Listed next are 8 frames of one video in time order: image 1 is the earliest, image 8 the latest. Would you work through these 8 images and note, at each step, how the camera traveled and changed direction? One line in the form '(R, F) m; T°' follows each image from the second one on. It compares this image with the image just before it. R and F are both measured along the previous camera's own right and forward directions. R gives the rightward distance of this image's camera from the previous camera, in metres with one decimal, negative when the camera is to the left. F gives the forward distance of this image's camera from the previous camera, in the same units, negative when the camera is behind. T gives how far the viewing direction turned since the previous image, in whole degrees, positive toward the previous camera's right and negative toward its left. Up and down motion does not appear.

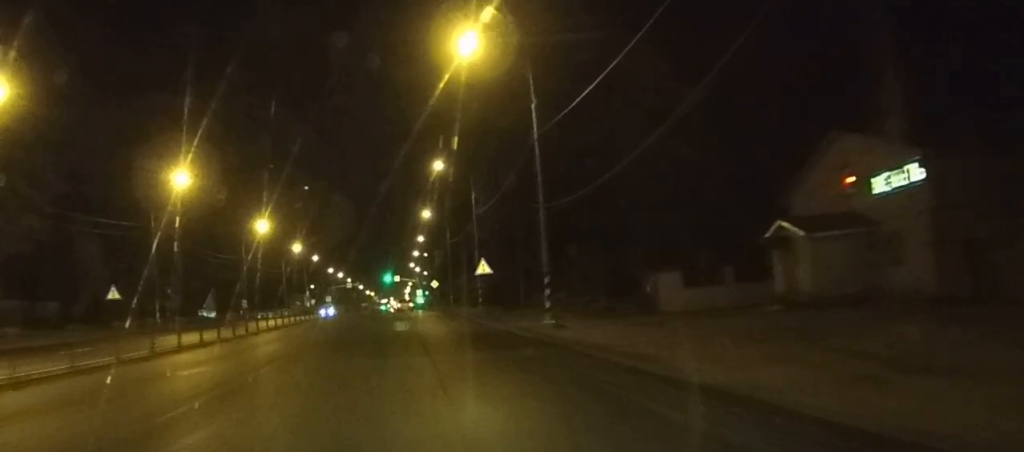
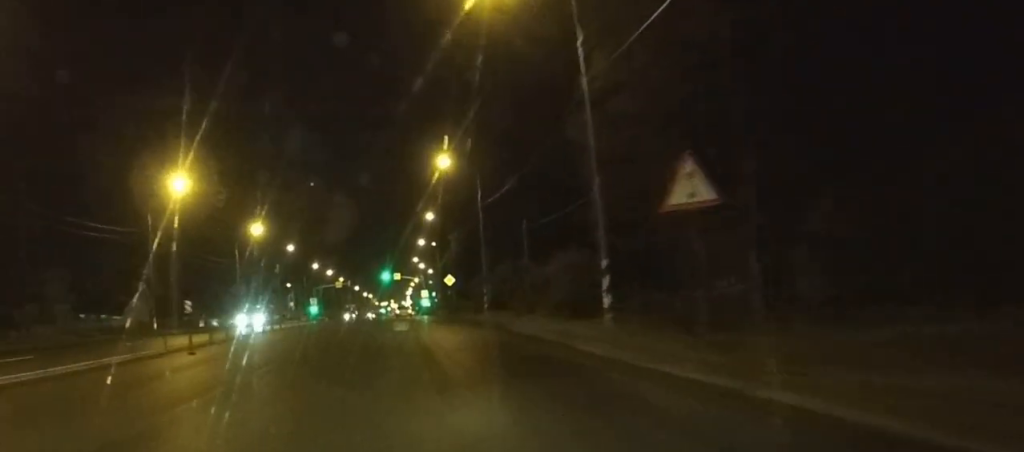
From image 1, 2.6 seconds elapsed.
(-0.2, +41.0) m; -1°
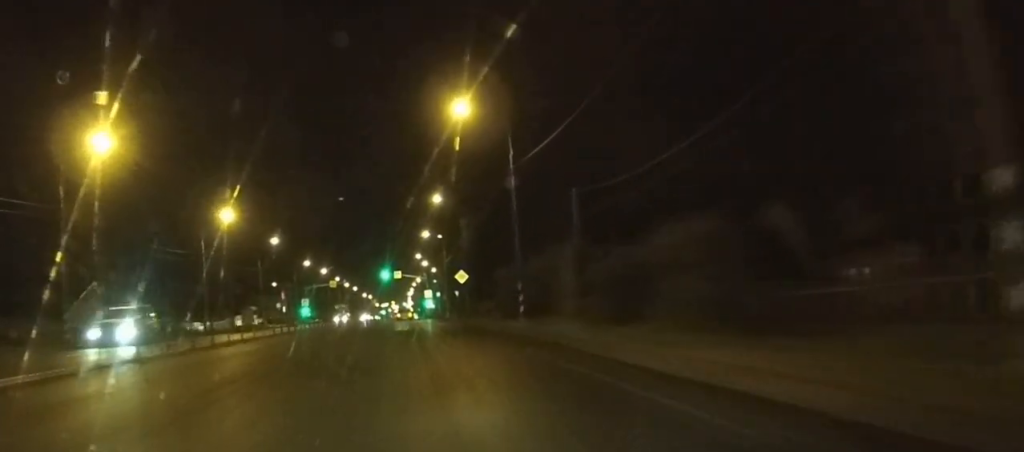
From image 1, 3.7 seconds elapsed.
(+0.1, +18.2) m; 0°
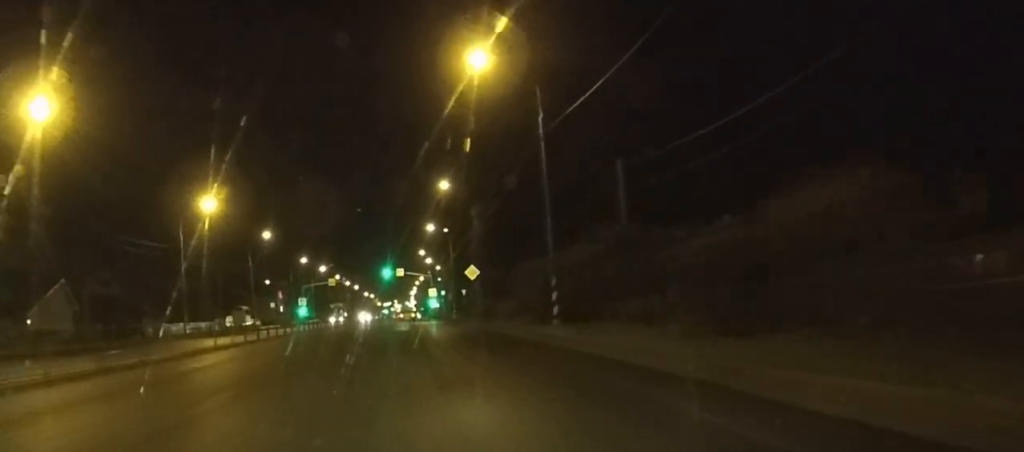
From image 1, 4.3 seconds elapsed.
(0.0, +9.2) m; 0°
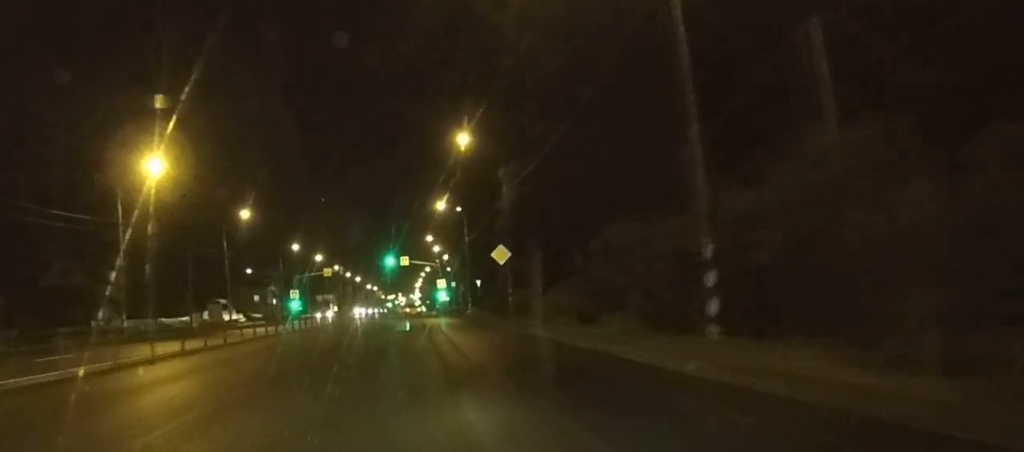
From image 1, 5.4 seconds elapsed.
(0.0, +17.9) m; 0°
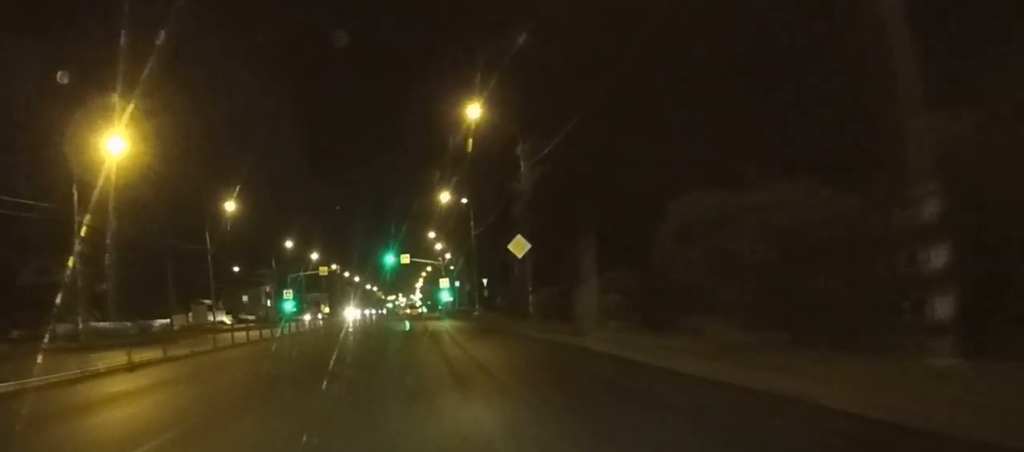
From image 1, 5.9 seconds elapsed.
(0.0, +8.2) m; 0°
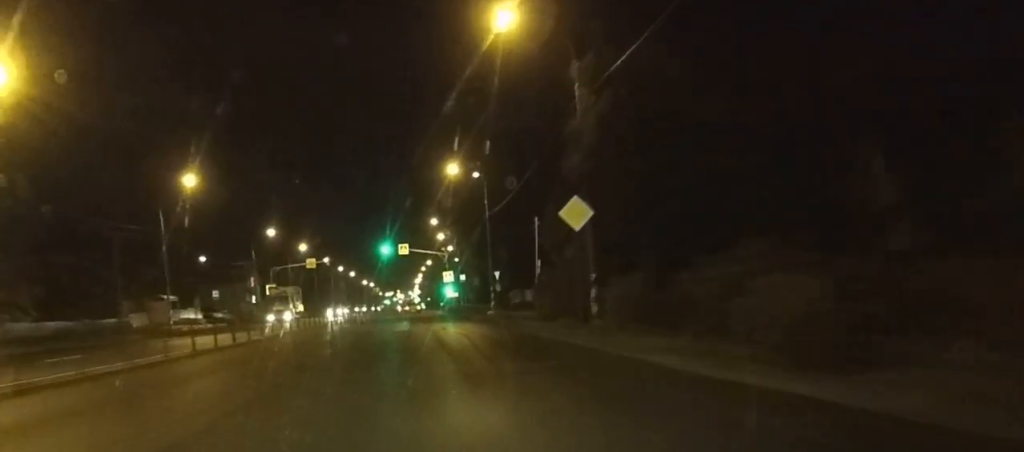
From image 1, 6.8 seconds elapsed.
(0.0, +15.3) m; 0°
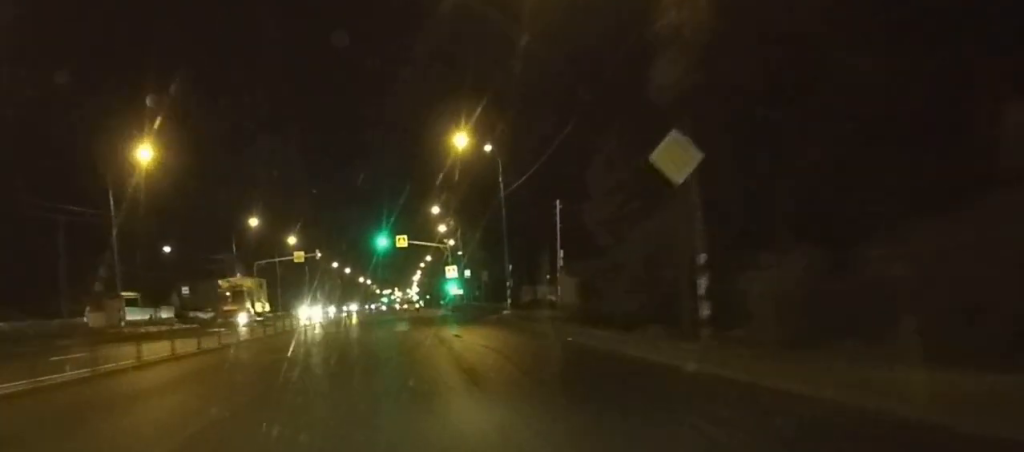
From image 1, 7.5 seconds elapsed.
(0.0, +11.5) m; 0°
